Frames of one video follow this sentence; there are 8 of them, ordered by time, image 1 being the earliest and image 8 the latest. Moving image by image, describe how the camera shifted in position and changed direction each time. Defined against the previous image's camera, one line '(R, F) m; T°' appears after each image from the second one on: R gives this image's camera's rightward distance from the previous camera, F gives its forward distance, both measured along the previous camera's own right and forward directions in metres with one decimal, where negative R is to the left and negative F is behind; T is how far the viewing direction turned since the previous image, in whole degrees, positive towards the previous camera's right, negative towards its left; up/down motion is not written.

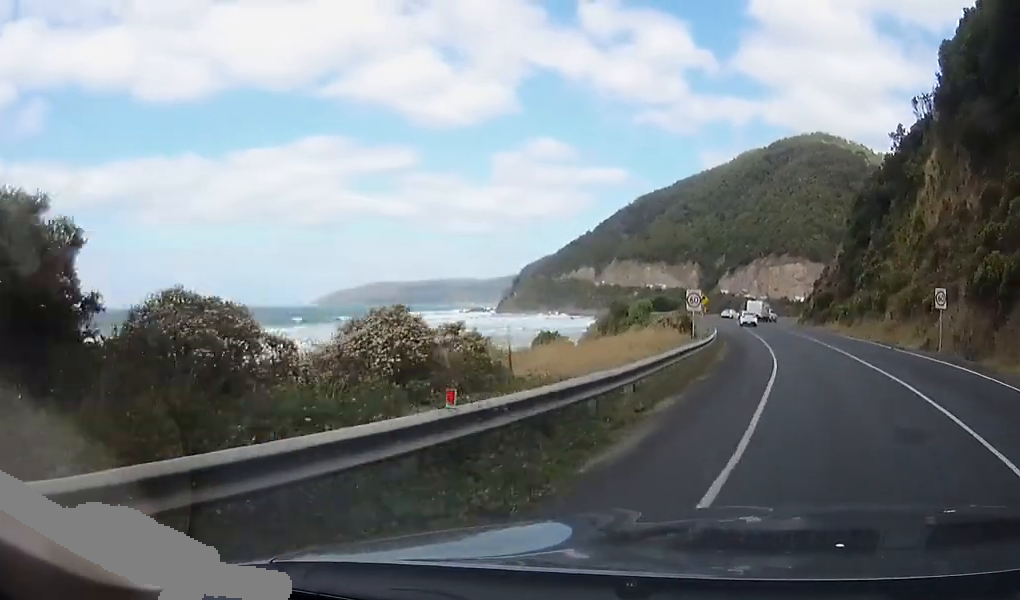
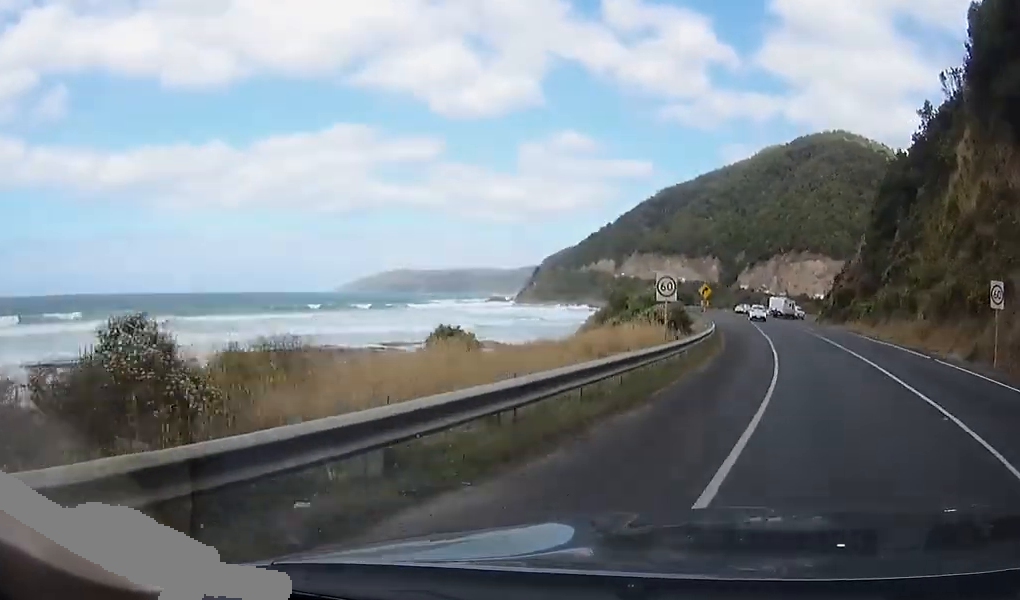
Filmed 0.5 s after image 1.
(-0.2, +7.6) m; -2°
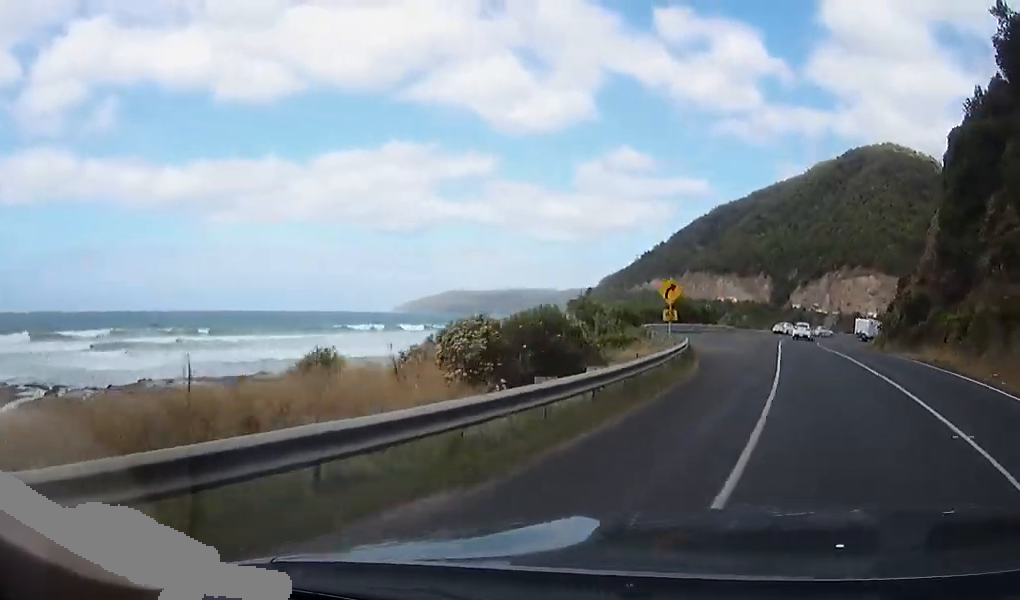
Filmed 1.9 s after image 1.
(-0.5, +22.4) m; -2°
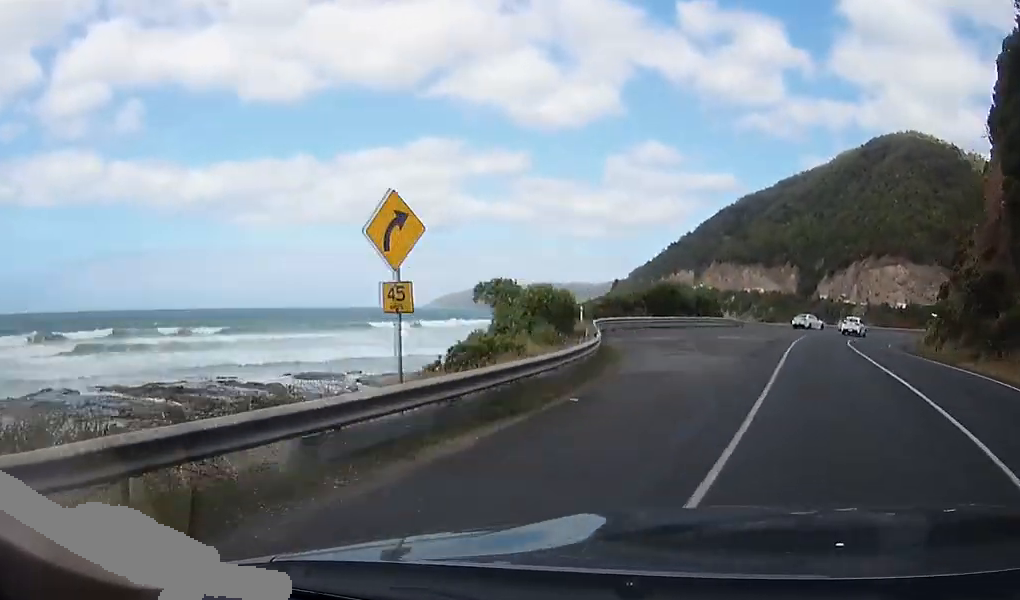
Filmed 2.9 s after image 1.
(-0.2, +16.1) m; -1°
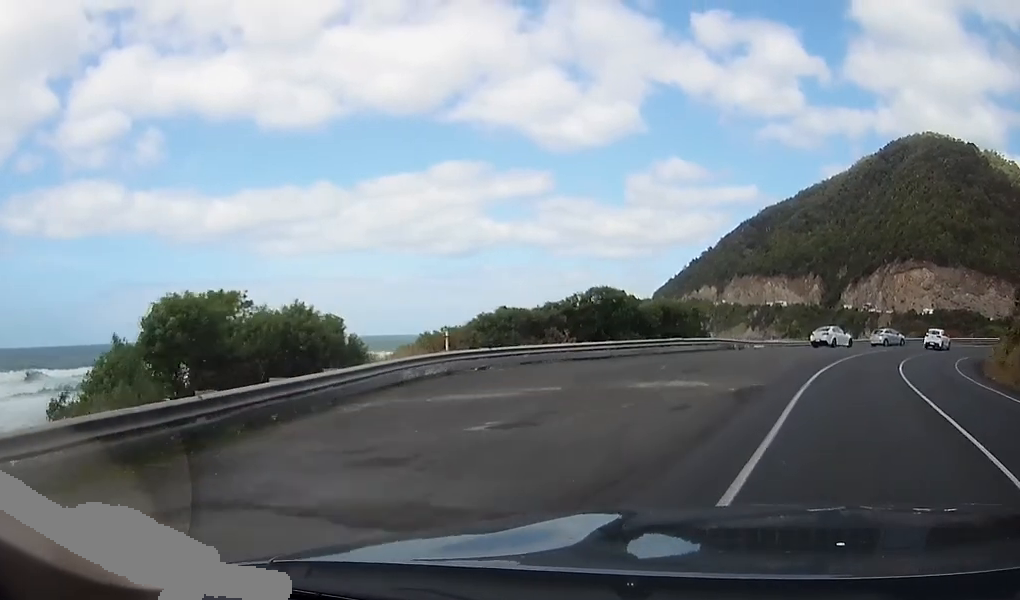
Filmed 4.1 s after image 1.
(+0.1, +17.6) m; +4°
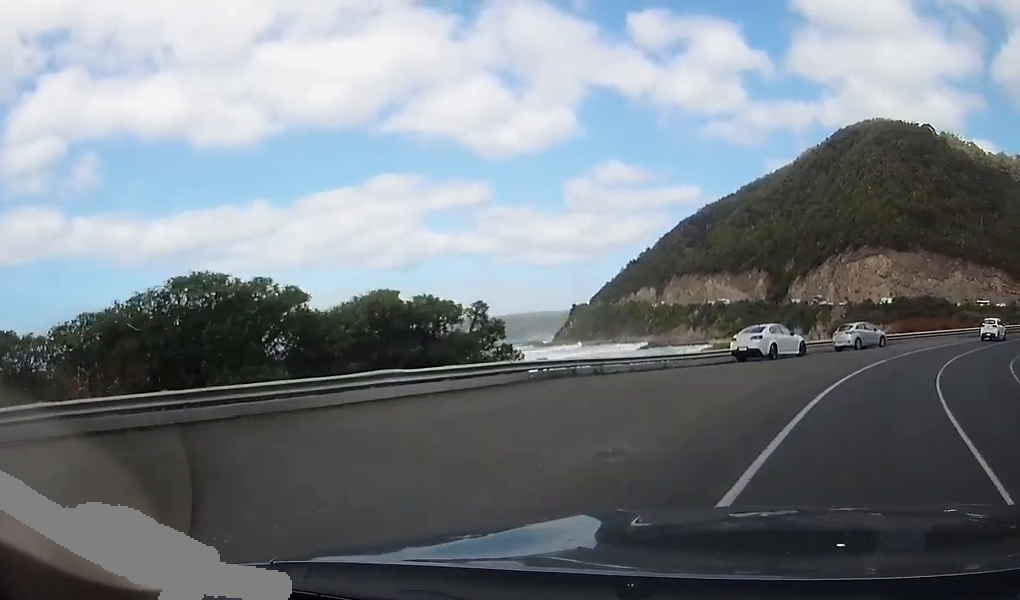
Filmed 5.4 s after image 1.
(+1.5, +18.9) m; +11°
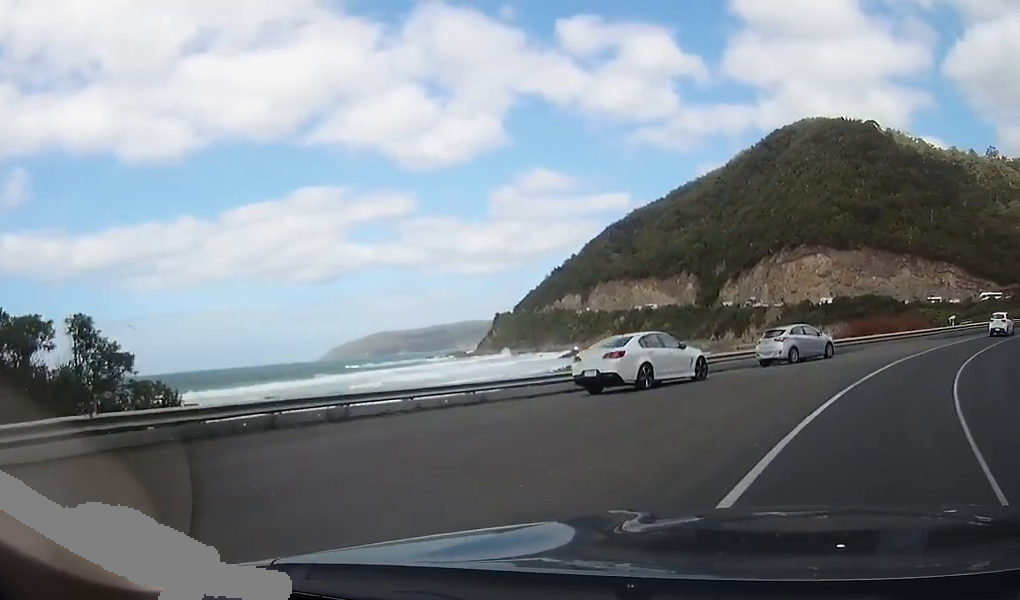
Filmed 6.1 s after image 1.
(+0.6, +10.4) m; +7°
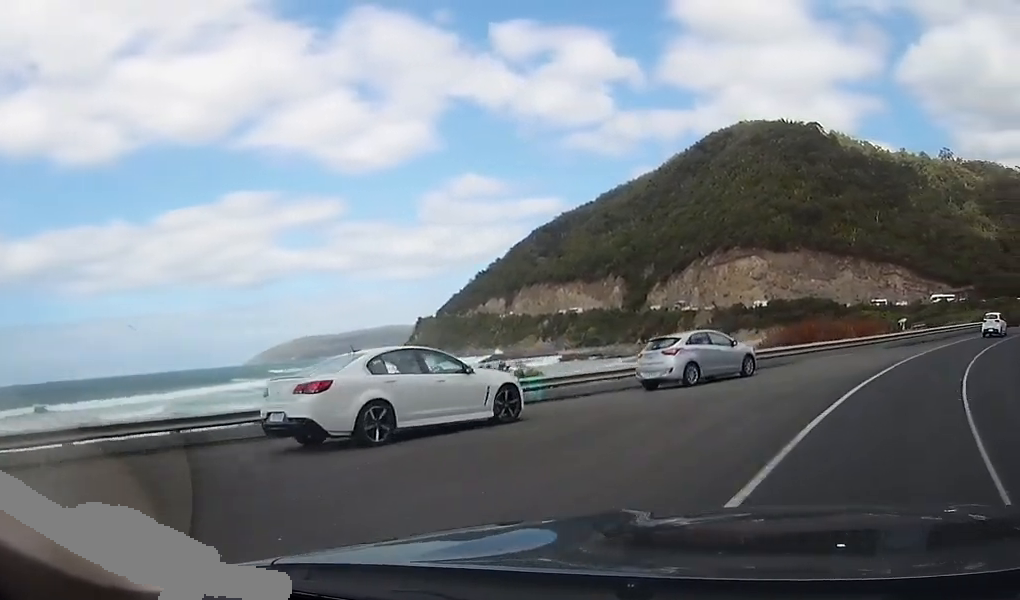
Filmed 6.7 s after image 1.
(+0.2, +8.0) m; +6°
